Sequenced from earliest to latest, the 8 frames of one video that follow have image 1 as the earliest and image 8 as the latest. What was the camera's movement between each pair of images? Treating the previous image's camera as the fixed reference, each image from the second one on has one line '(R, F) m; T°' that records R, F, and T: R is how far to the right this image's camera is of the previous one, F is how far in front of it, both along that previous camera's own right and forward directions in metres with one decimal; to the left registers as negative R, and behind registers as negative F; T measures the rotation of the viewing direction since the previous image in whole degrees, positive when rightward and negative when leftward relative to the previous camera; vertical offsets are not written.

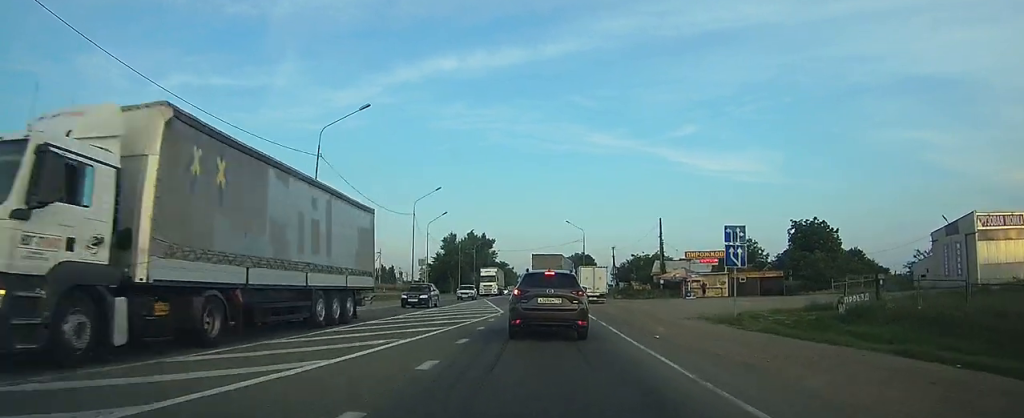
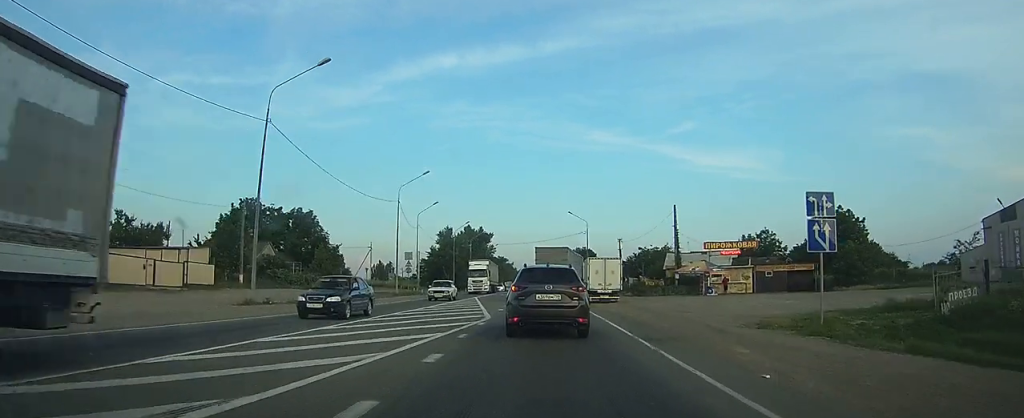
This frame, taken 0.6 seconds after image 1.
(0.0, +7.8) m; 0°
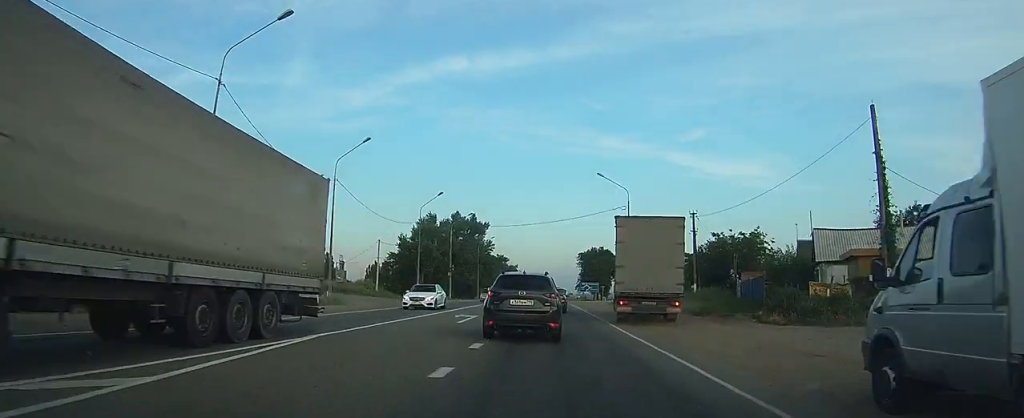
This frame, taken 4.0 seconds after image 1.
(-0.1, +40.4) m; 0°
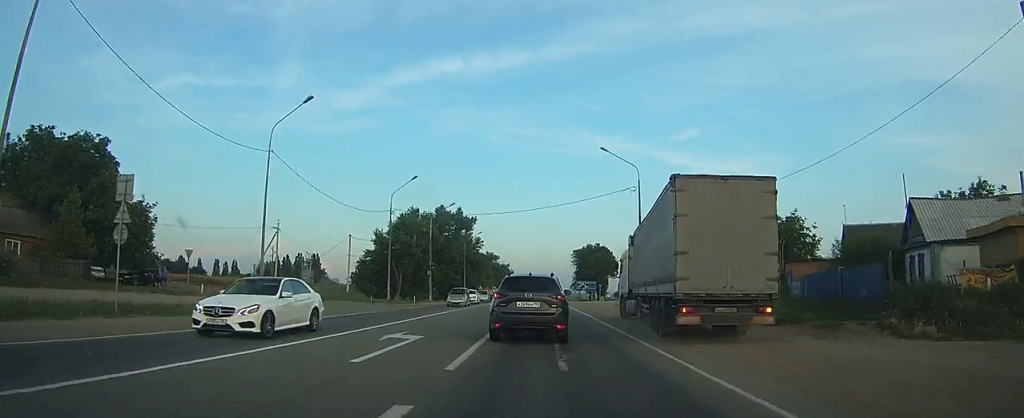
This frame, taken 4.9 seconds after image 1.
(0.0, +10.6) m; 0°
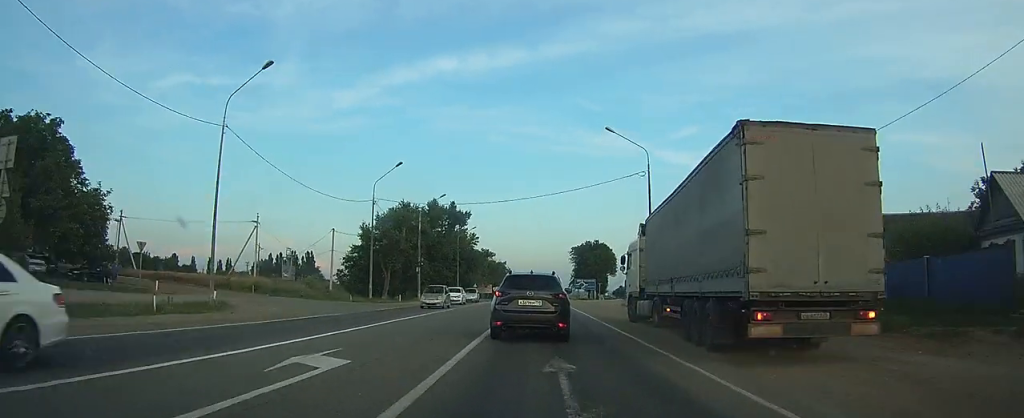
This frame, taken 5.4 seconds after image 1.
(0.0, +5.3) m; 0°
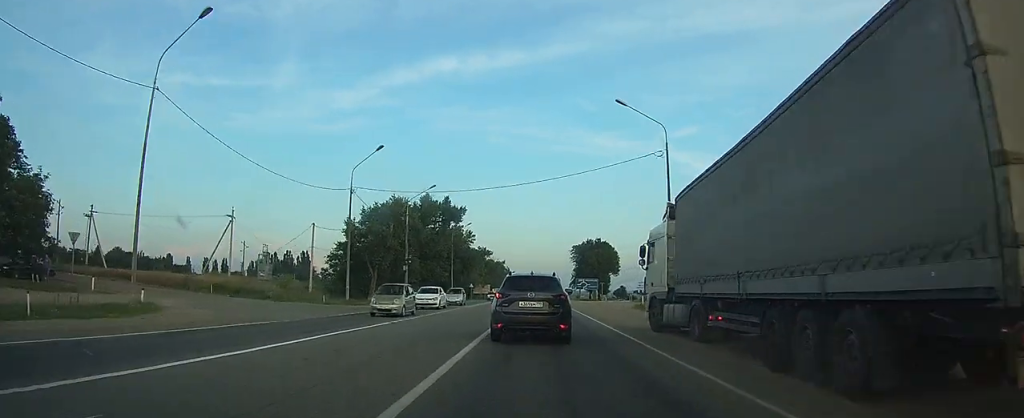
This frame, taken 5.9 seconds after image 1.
(0.0, +6.2) m; 0°
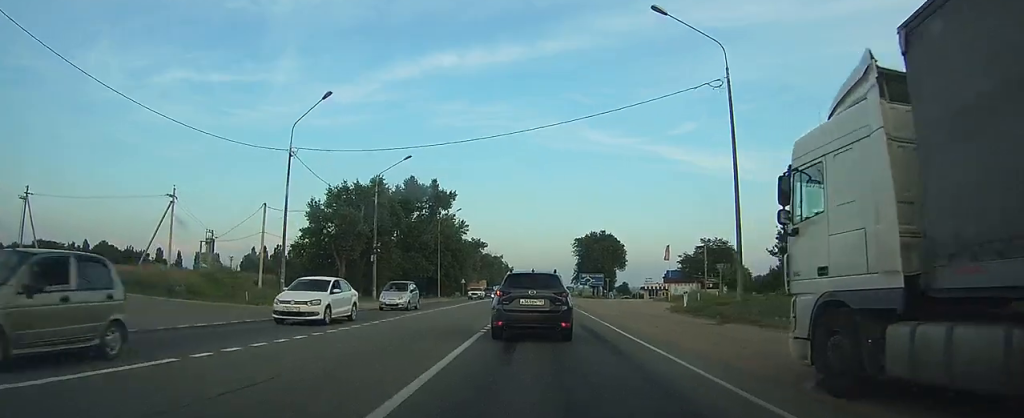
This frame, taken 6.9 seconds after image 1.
(0.0, +11.8) m; 0°
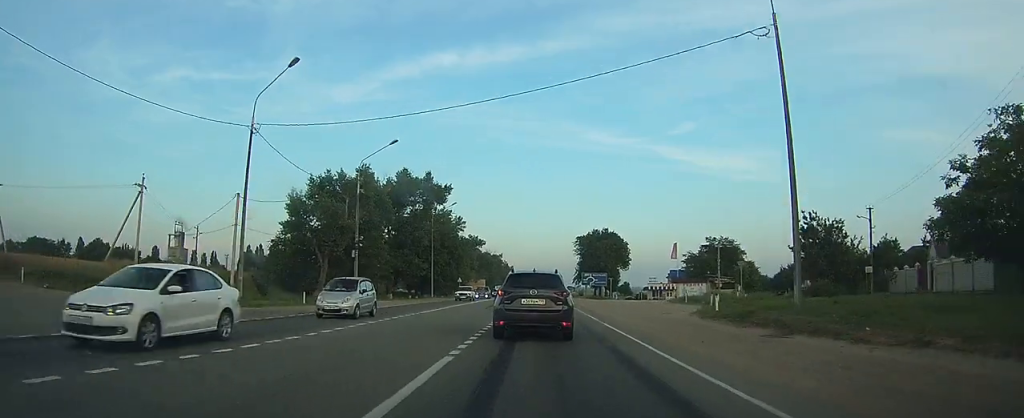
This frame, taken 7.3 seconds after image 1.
(0.0, +5.2) m; 0°
